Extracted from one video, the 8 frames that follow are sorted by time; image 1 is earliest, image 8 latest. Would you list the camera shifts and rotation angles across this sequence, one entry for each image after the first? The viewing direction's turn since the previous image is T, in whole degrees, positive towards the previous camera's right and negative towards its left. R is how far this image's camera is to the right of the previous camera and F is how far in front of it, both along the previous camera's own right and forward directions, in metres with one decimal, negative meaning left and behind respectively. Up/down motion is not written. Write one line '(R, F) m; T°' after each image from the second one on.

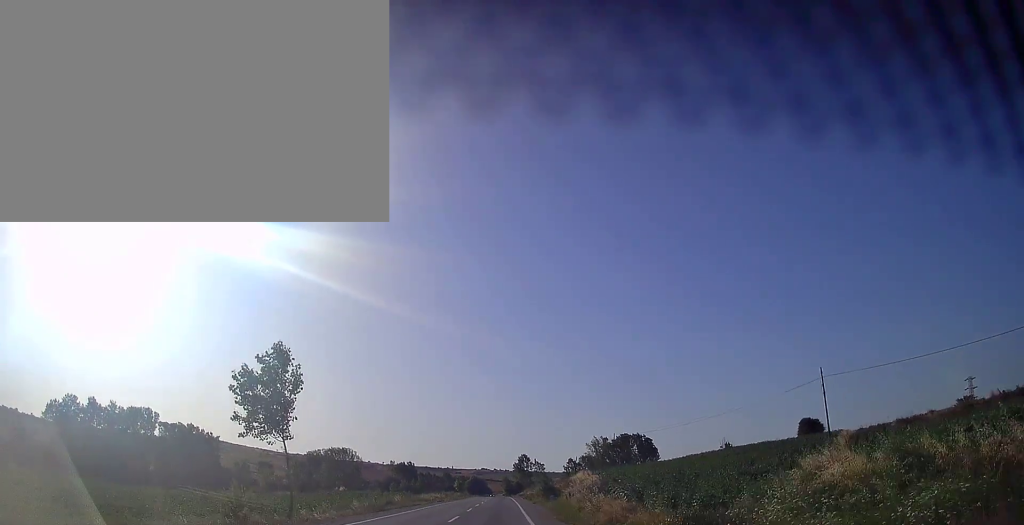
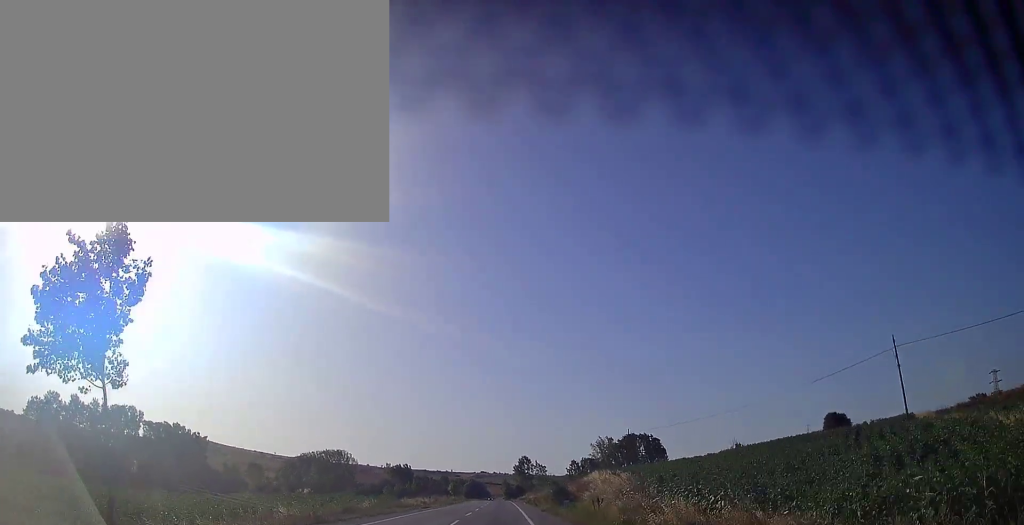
(-0.1, +12.5) m; 0°
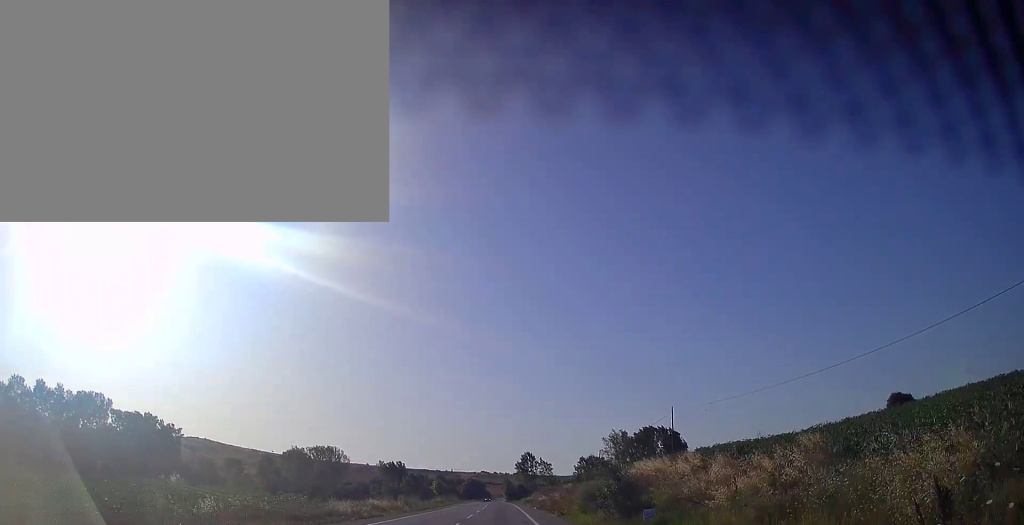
(0.0, +24.3) m; 0°
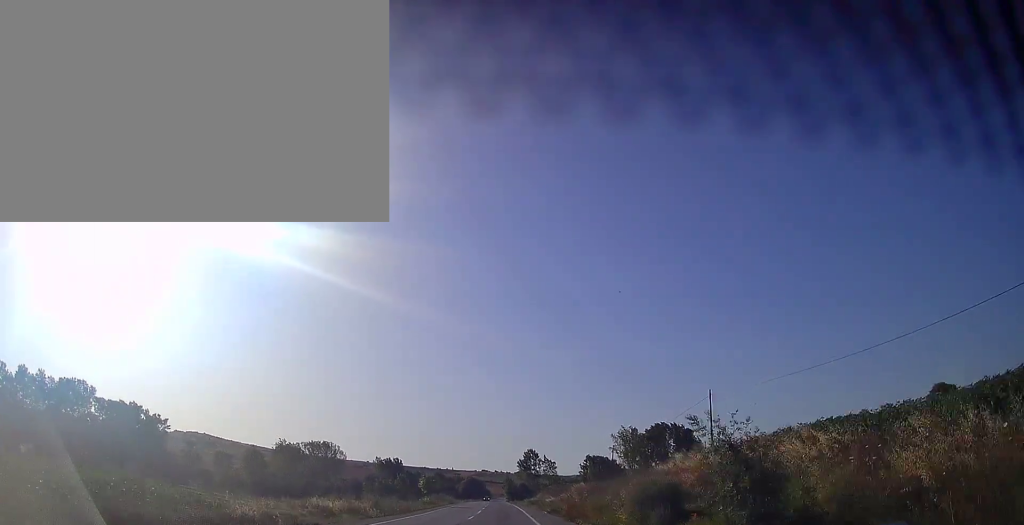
(0.0, +12.6) m; 0°
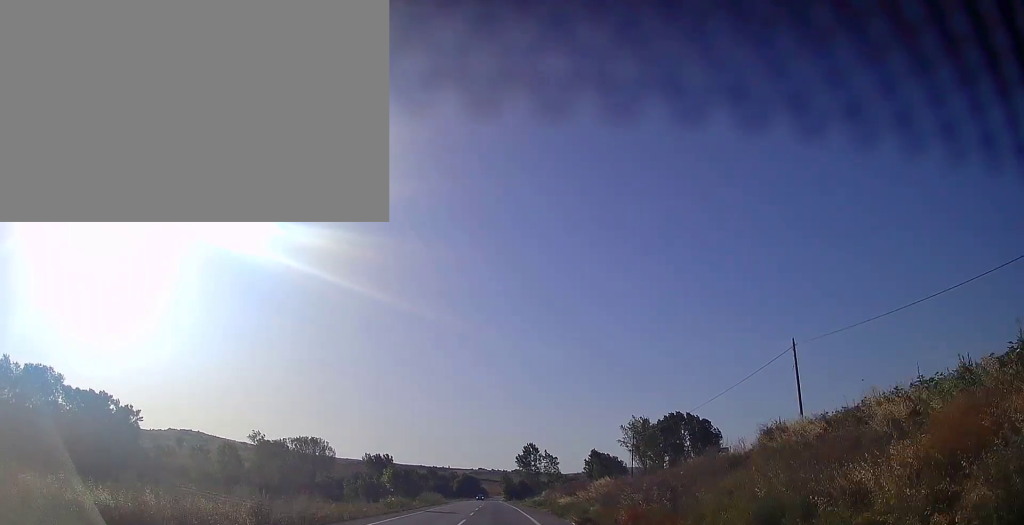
(0.0, +18.6) m; 0°
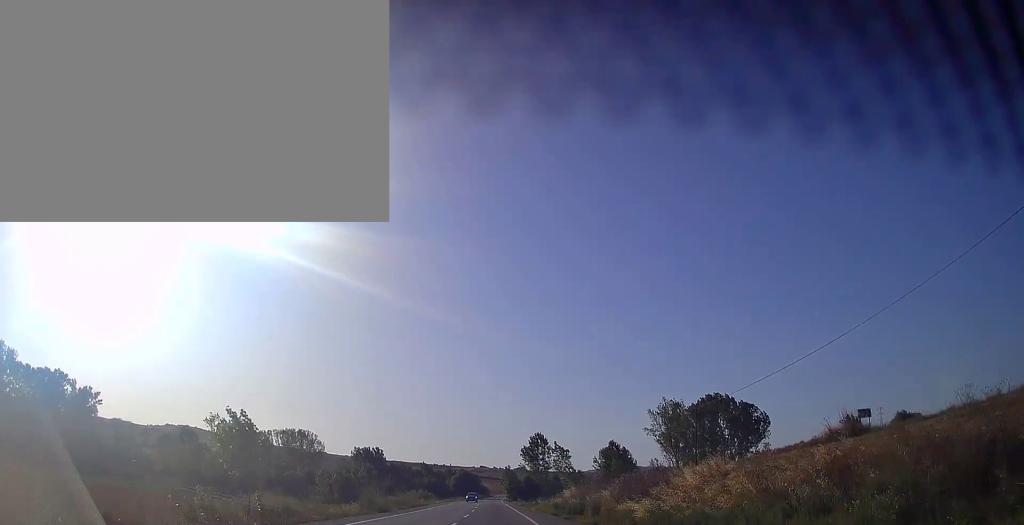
(+0.1, +28.0) m; 0°
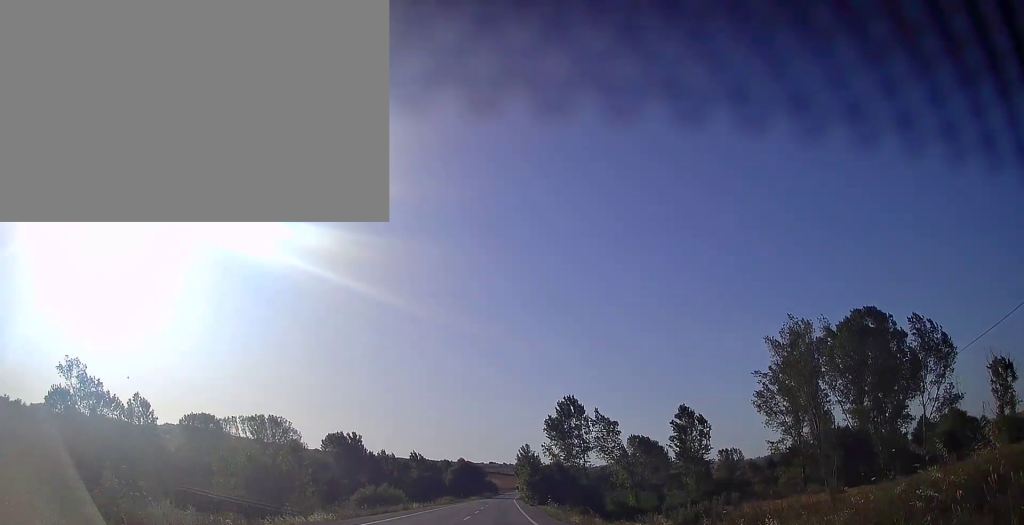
(-0.3, +57.0) m; 0°
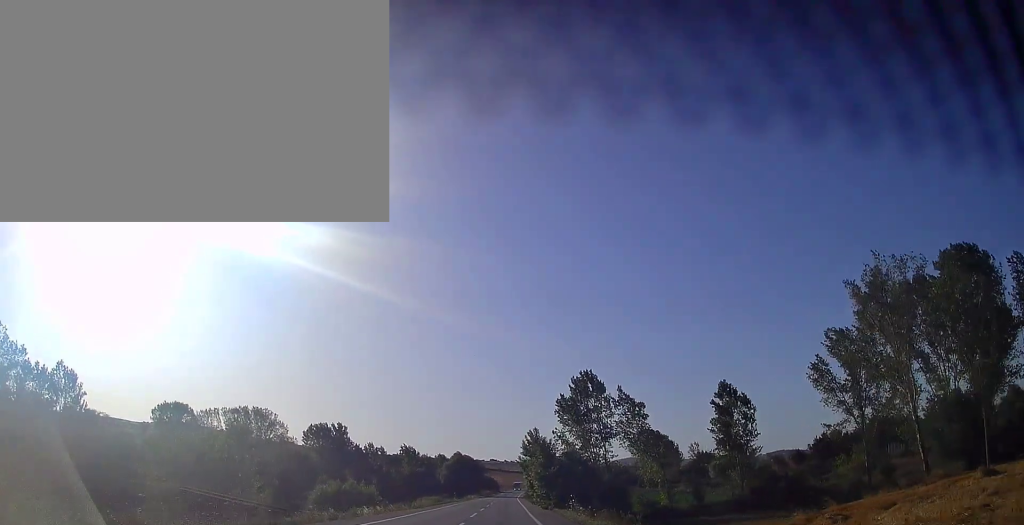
(-0.1, +19.8) m; 0°
